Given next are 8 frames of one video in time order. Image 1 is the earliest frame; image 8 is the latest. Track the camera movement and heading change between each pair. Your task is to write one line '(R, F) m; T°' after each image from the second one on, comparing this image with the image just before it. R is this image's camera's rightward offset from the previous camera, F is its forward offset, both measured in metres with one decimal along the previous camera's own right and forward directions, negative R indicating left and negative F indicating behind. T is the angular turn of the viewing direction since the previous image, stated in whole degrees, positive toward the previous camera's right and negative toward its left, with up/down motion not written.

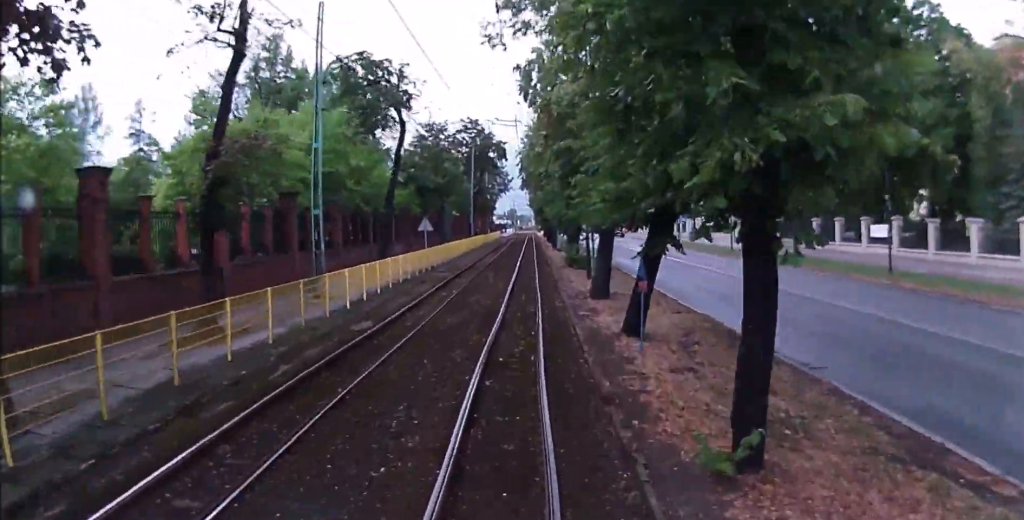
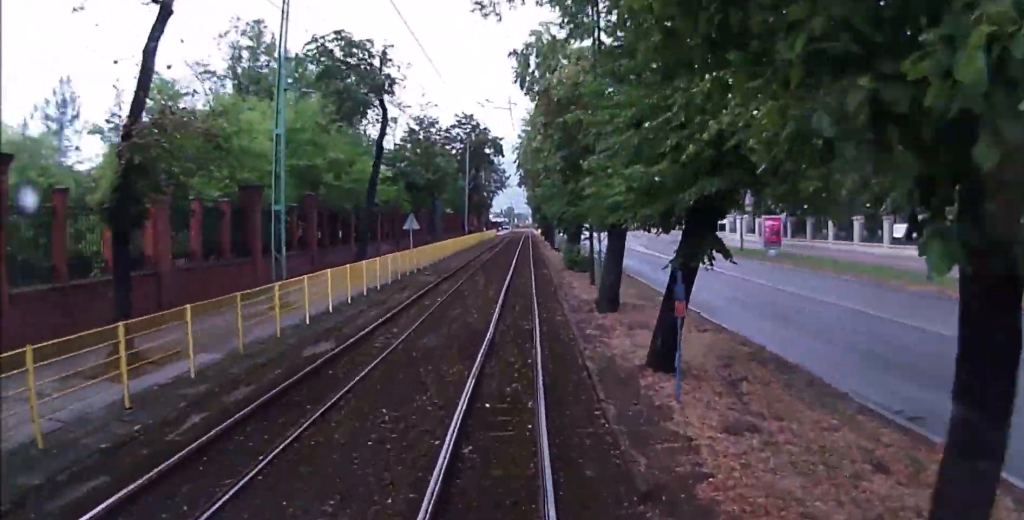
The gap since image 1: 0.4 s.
(+0.2, +3.4) m; +1°
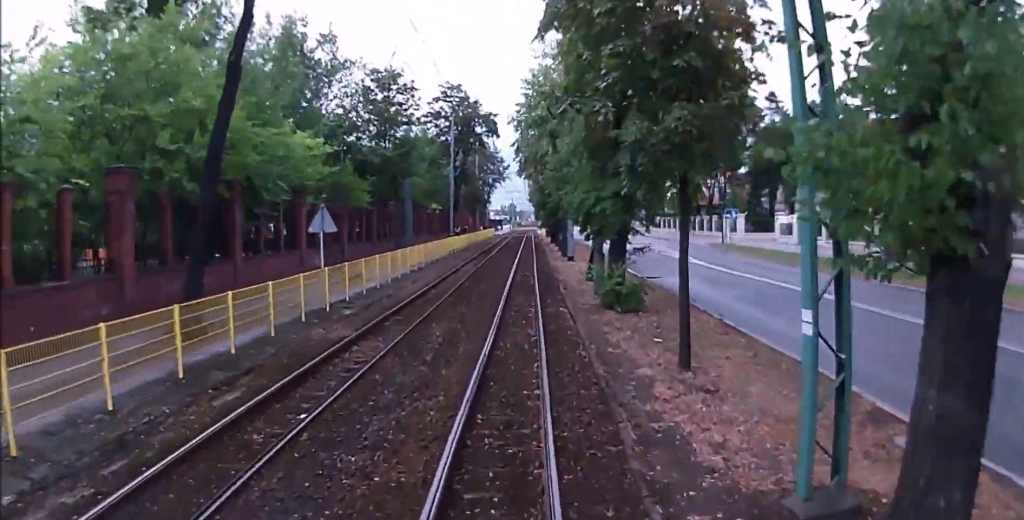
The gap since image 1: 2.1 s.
(-0.8, +14.9) m; -2°
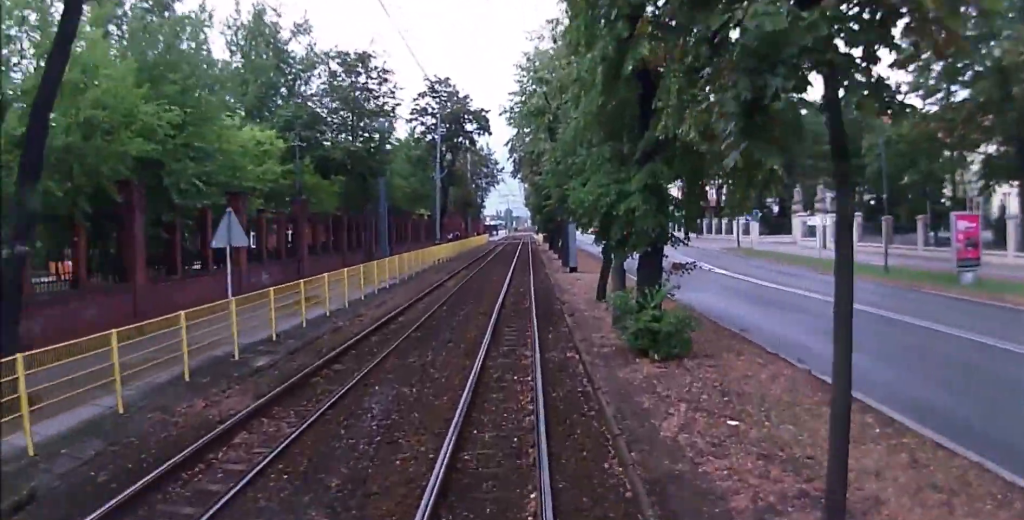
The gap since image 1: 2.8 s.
(+0.1, +5.6) m; +1°
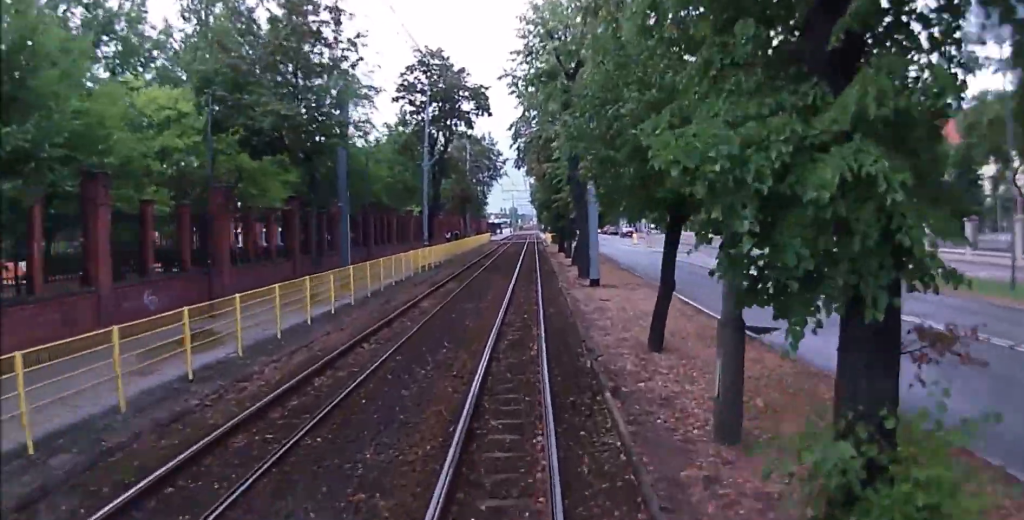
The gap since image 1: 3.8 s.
(+0.3, +8.1) m; +1°
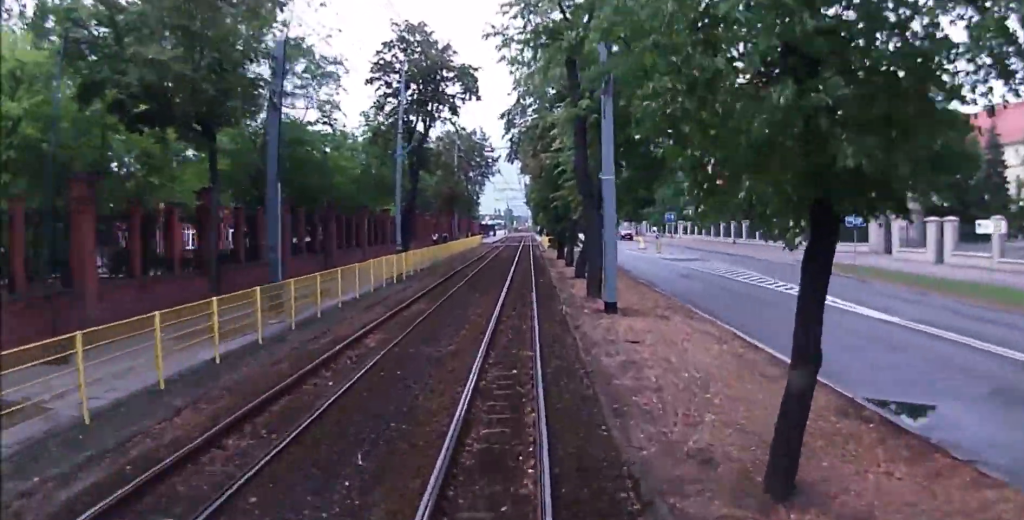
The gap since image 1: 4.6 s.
(-0.1, +6.7) m; 0°
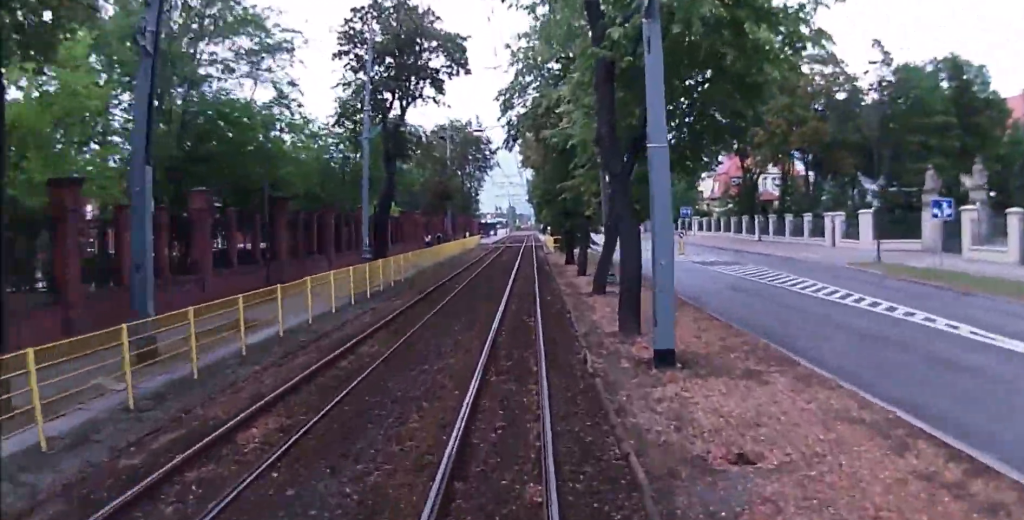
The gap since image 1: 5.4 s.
(+0.2, +7.0) m; 0°
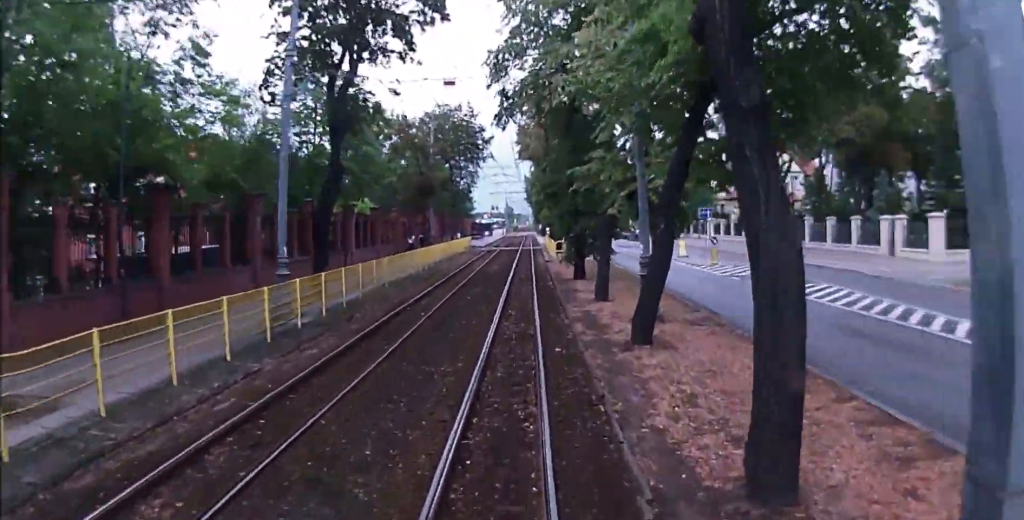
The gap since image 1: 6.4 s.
(-0.3, +8.9) m; 0°
